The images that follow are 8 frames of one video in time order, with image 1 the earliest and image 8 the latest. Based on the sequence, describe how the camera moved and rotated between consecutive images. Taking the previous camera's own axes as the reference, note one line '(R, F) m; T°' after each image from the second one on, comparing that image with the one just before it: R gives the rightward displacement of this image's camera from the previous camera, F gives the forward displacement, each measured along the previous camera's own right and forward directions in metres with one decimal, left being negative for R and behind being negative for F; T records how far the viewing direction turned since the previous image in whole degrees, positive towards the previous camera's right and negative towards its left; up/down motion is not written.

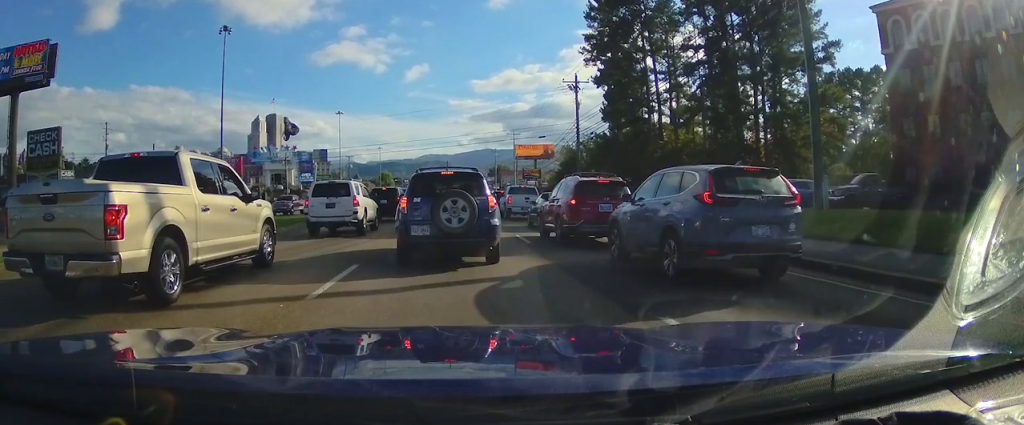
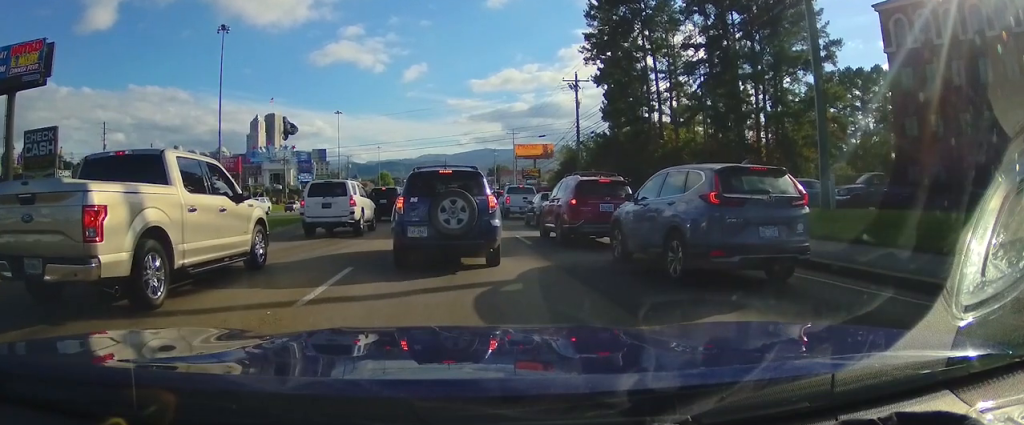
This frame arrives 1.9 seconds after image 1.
(0.0, +0.9) m; 0°
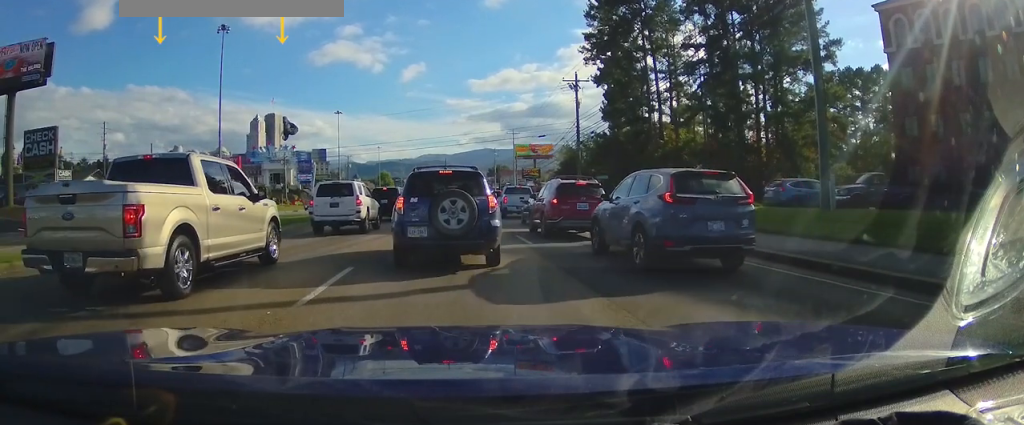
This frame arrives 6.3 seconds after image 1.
(0.0, +2.1) m; 0°
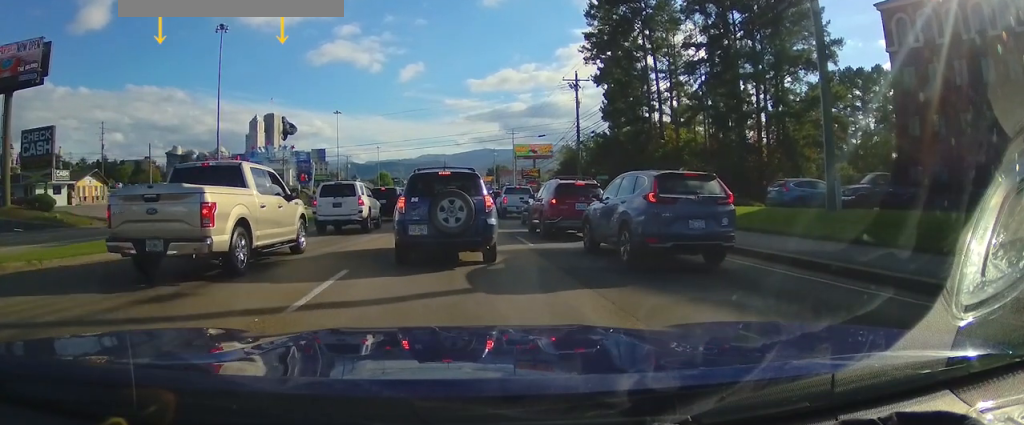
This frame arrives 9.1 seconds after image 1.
(0.0, +1.3) m; 0°
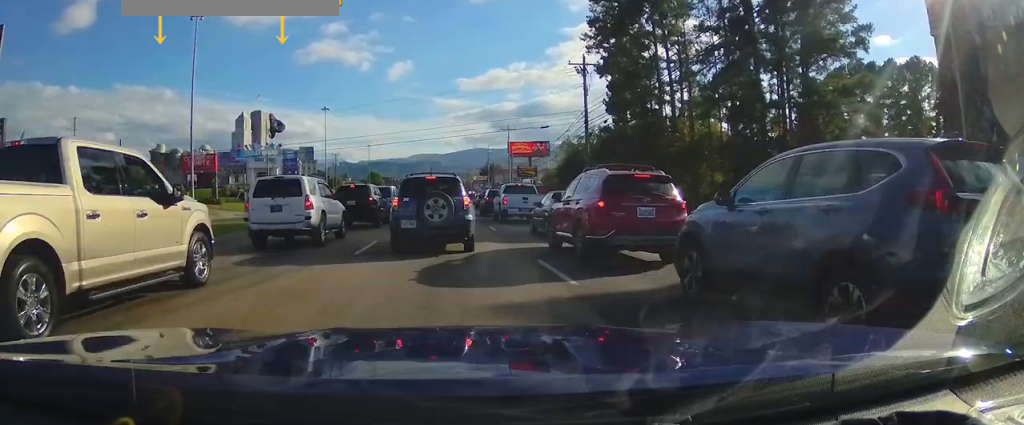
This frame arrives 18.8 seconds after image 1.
(0.0, +6.6) m; 0°
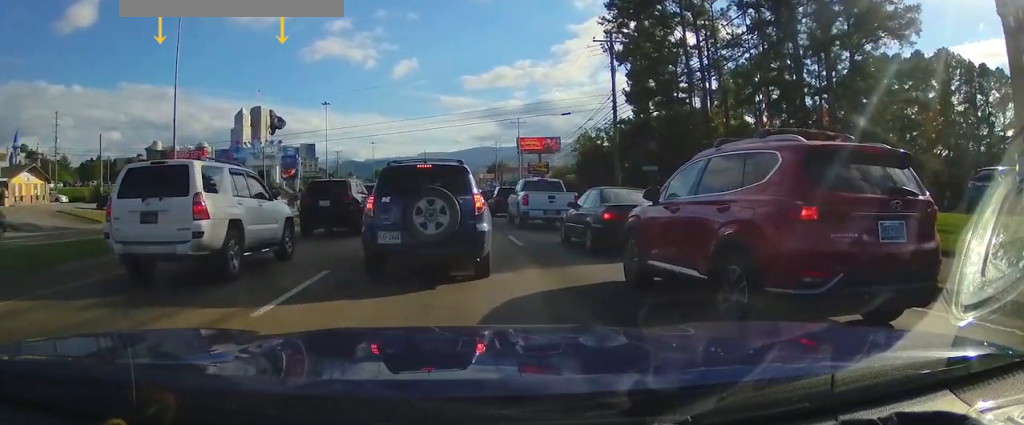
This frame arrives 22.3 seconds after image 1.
(0.0, +4.0) m; 0°
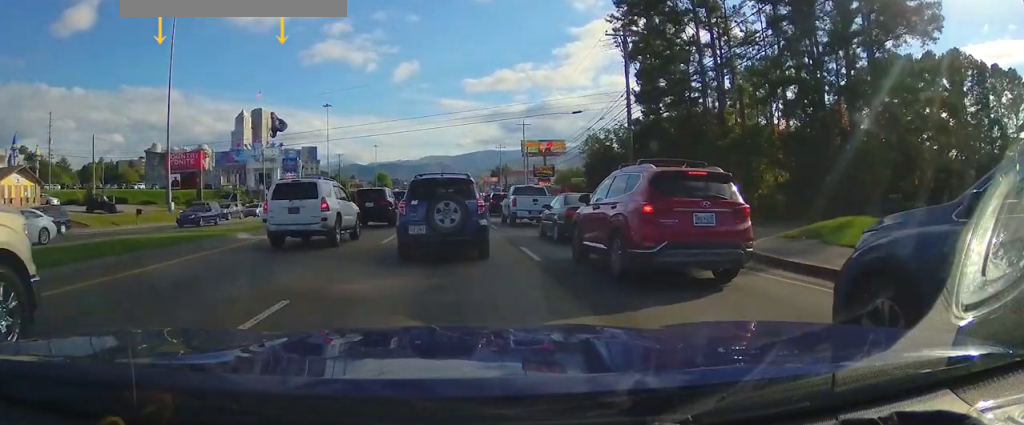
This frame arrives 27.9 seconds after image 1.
(0.0, +9.0) m; 0°
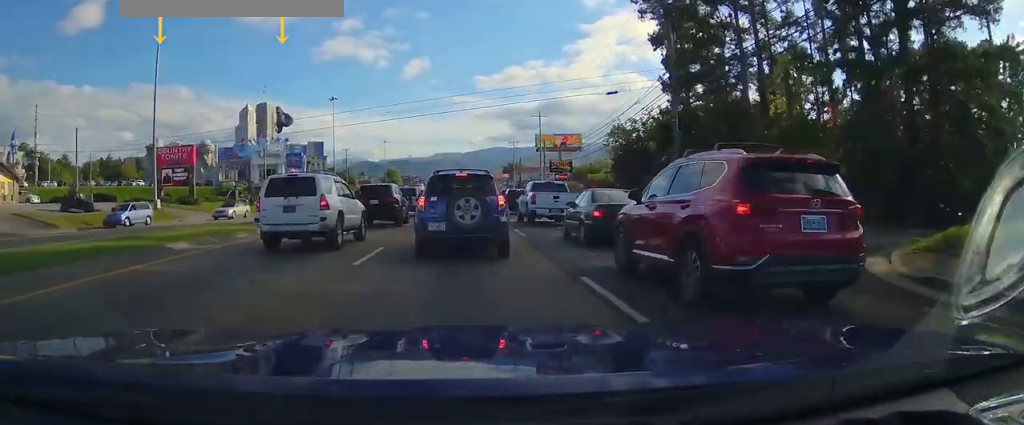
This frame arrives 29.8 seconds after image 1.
(0.0, +4.0) m; 0°
